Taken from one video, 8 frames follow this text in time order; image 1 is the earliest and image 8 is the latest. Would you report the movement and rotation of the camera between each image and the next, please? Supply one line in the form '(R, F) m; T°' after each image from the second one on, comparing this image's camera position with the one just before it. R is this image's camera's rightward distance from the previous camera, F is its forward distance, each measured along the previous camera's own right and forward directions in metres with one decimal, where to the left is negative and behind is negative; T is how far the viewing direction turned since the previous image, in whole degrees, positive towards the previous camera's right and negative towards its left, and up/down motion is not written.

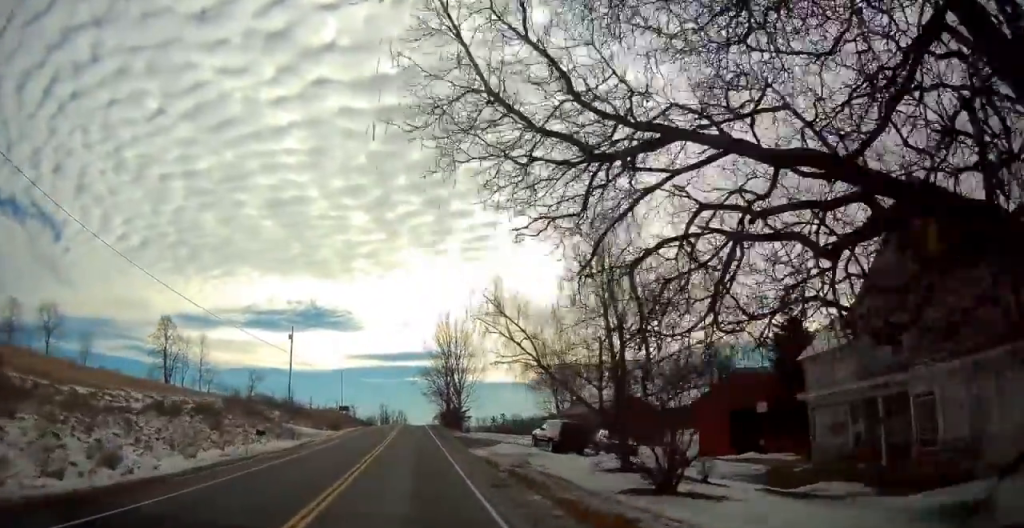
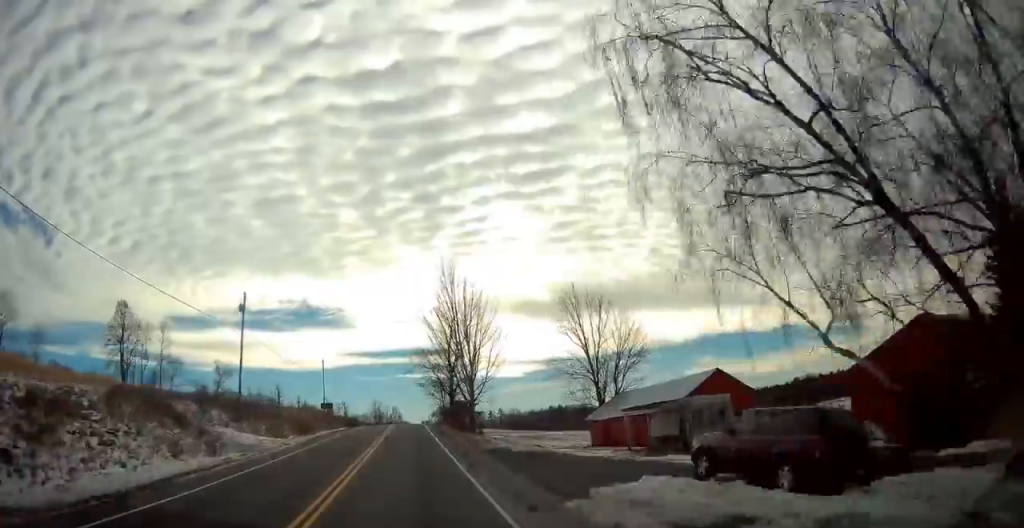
(0.0, +19.5) m; 0°
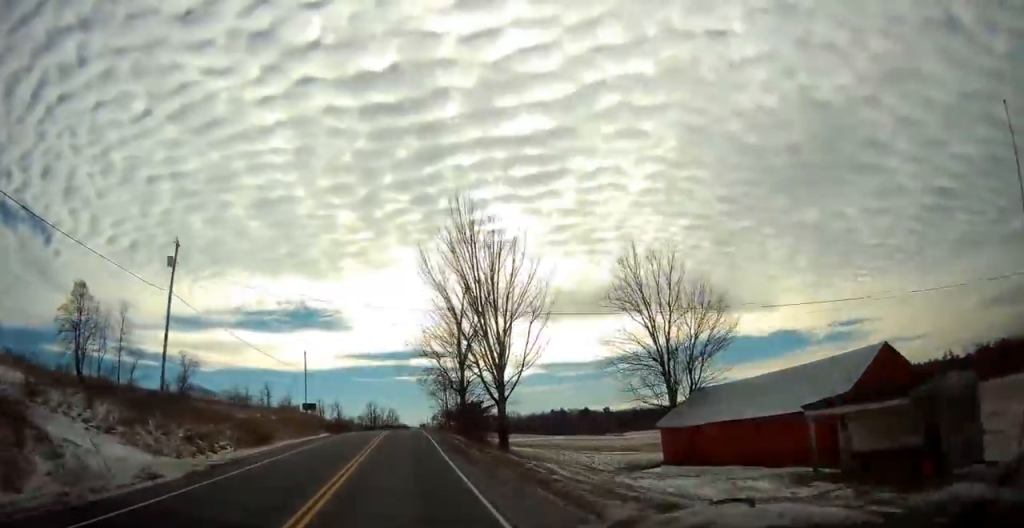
(-0.1, +17.3) m; 0°
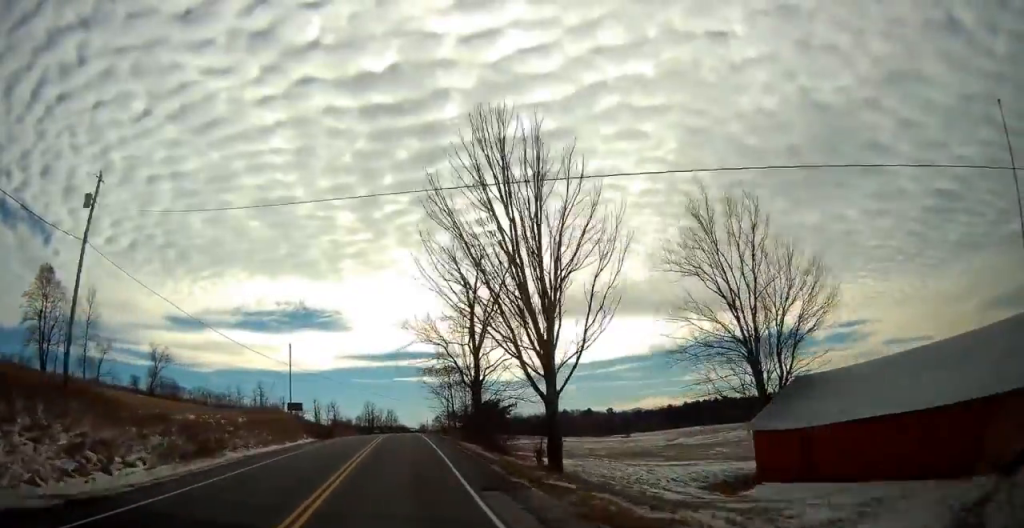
(0.0, +11.8) m; 0°
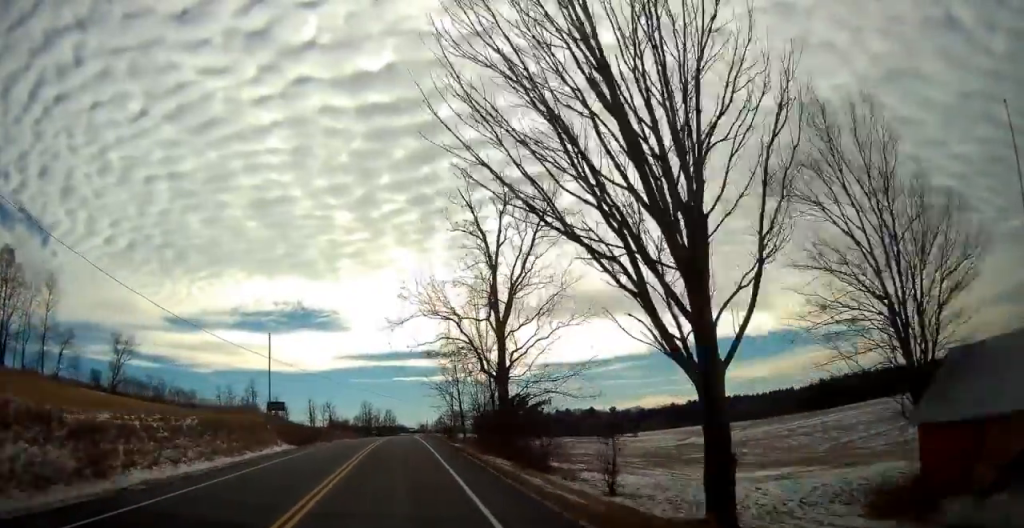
(0.0, +11.9) m; 0°
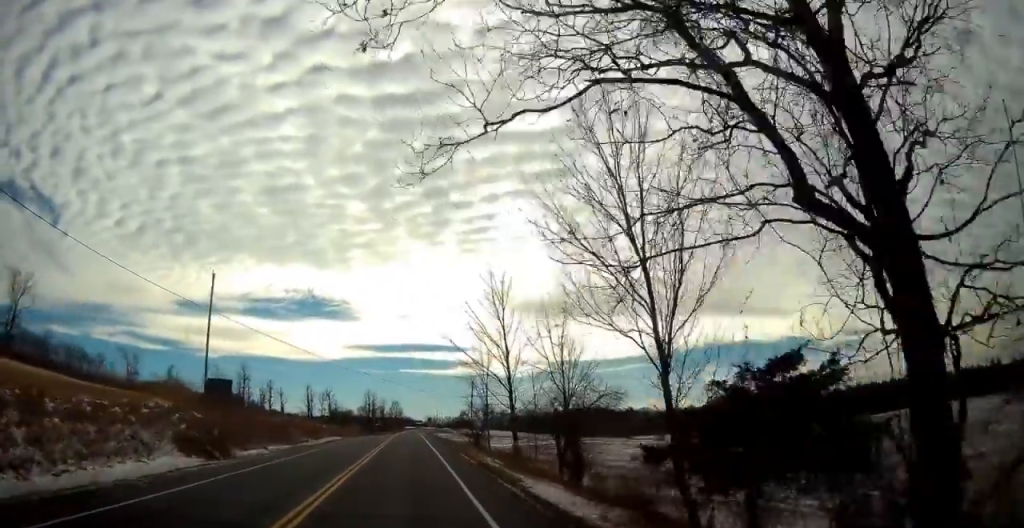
(0.0, +25.5) m; 0°
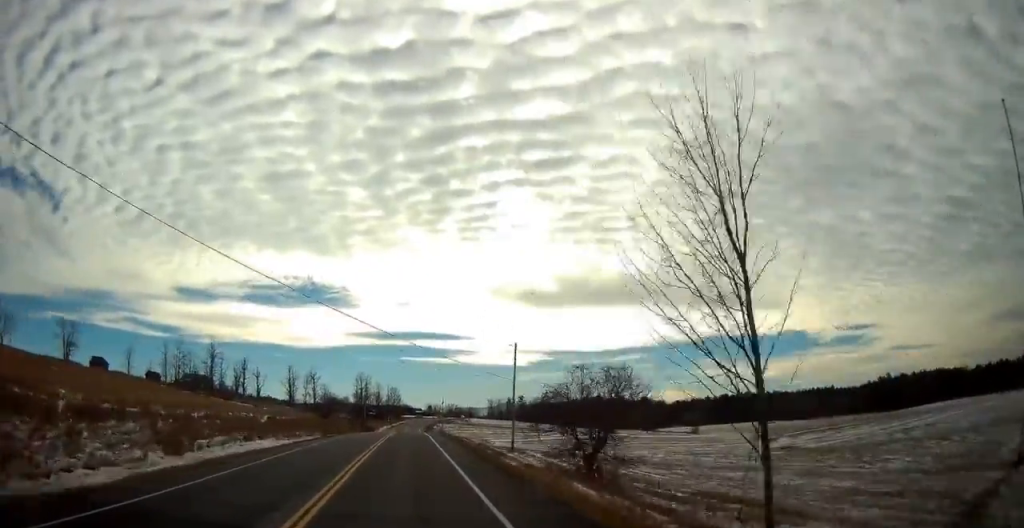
(+0.1, +37.4) m; +1°
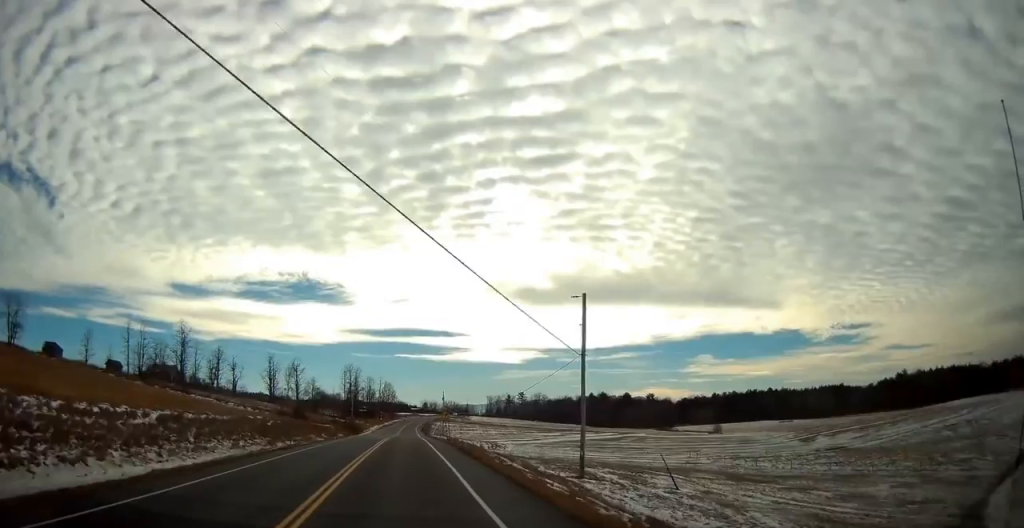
(+0.2, +23.4) m; 0°
